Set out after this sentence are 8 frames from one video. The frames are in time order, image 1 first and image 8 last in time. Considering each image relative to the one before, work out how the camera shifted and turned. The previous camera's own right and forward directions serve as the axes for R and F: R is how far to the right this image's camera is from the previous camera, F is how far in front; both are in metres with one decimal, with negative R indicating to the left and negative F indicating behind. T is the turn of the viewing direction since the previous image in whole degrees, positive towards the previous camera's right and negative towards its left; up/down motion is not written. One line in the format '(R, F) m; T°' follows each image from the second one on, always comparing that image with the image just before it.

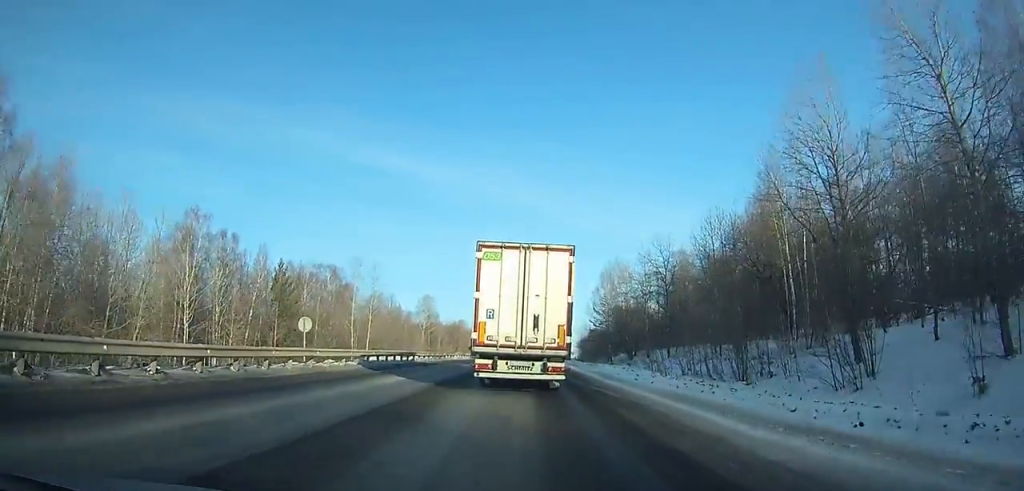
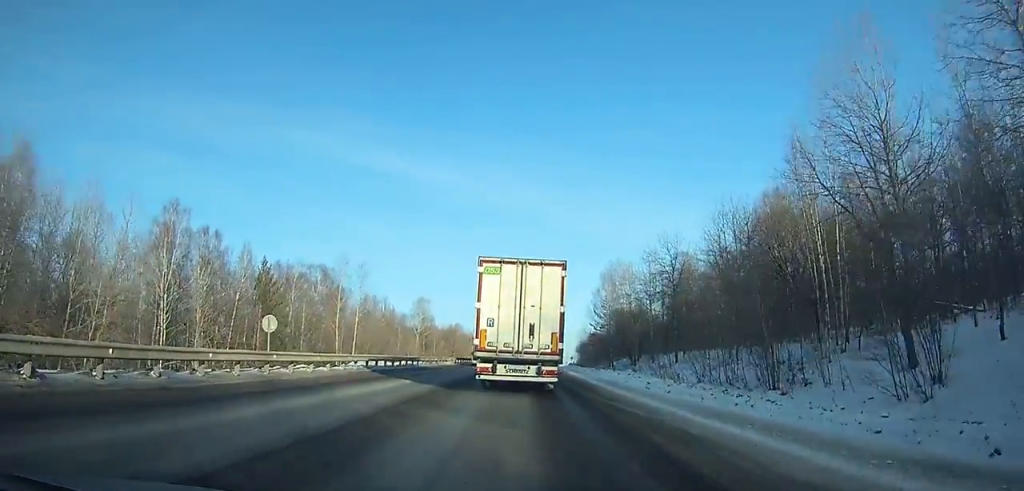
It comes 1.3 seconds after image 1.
(+0.1, +5.6) m; 0°
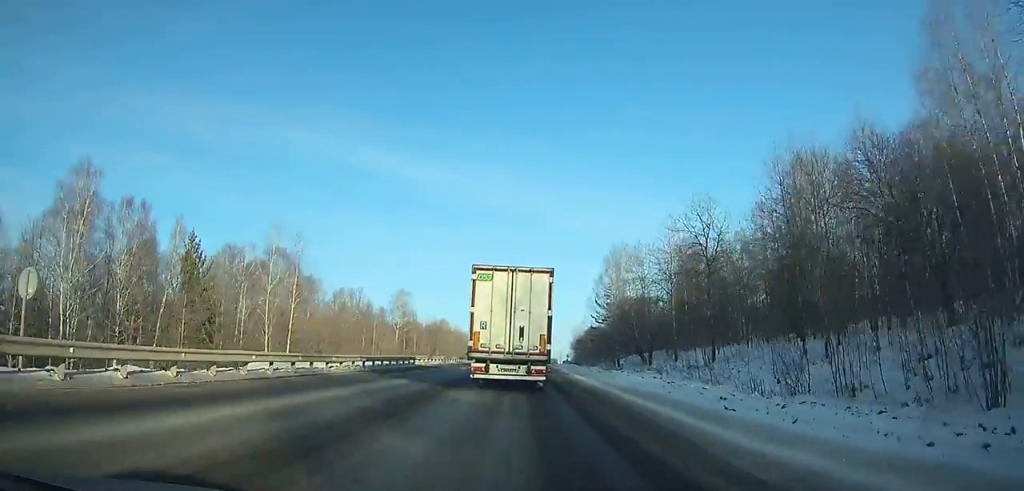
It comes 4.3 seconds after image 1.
(0.0, +14.5) m; 0°
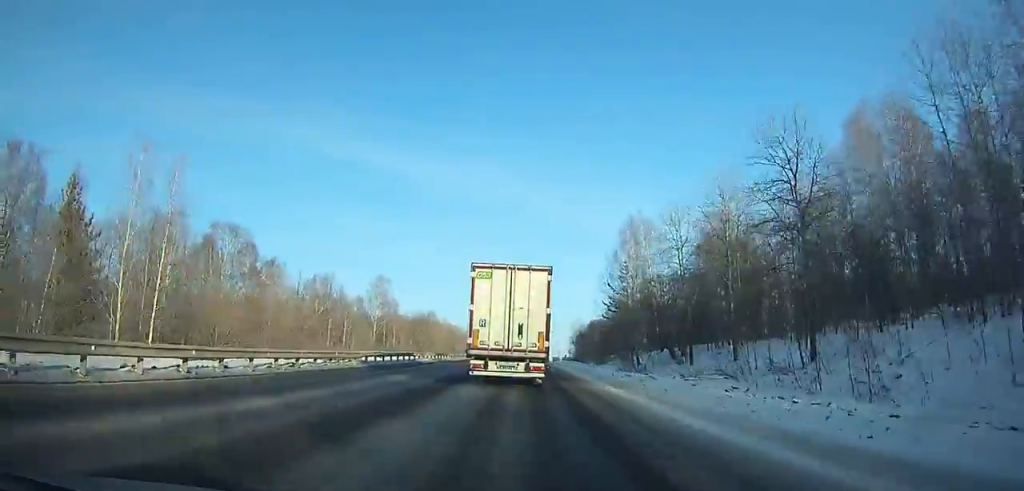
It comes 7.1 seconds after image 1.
(-0.1, +16.6) m; 0°
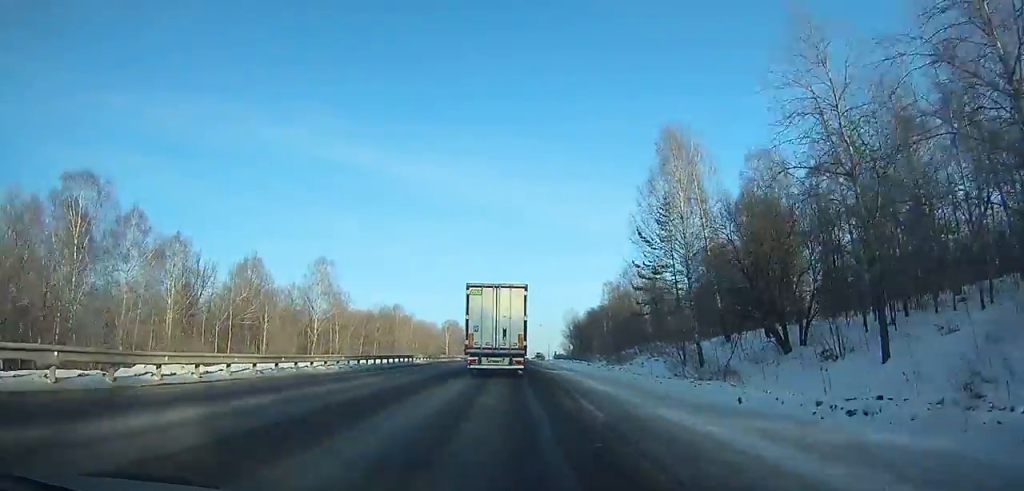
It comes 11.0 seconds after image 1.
(+0.3, +28.6) m; +1°
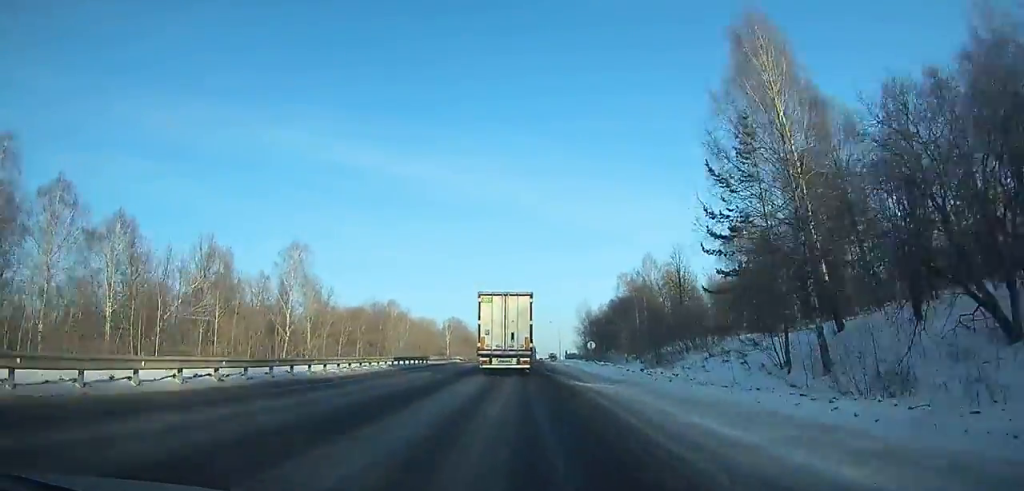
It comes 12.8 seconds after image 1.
(0.0, +15.6) m; 0°
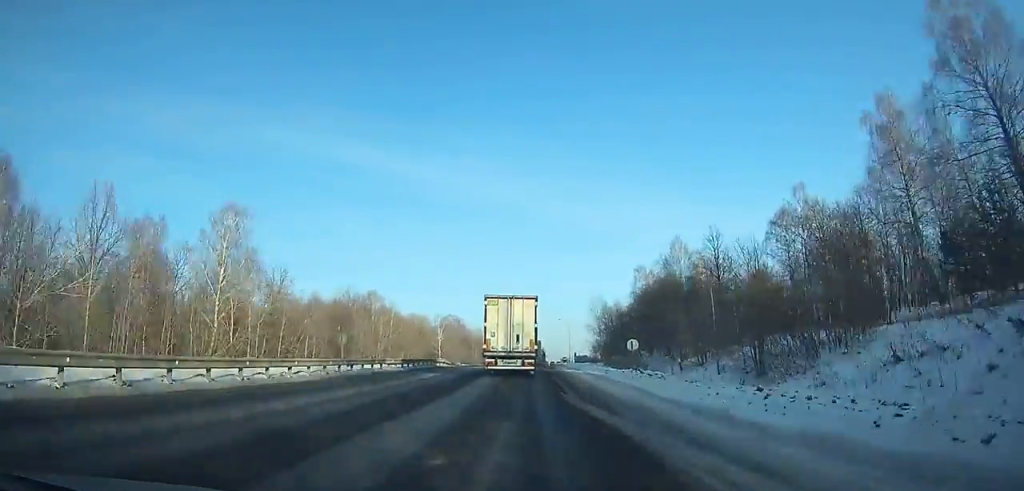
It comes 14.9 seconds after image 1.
(0.0, +19.6) m; 0°
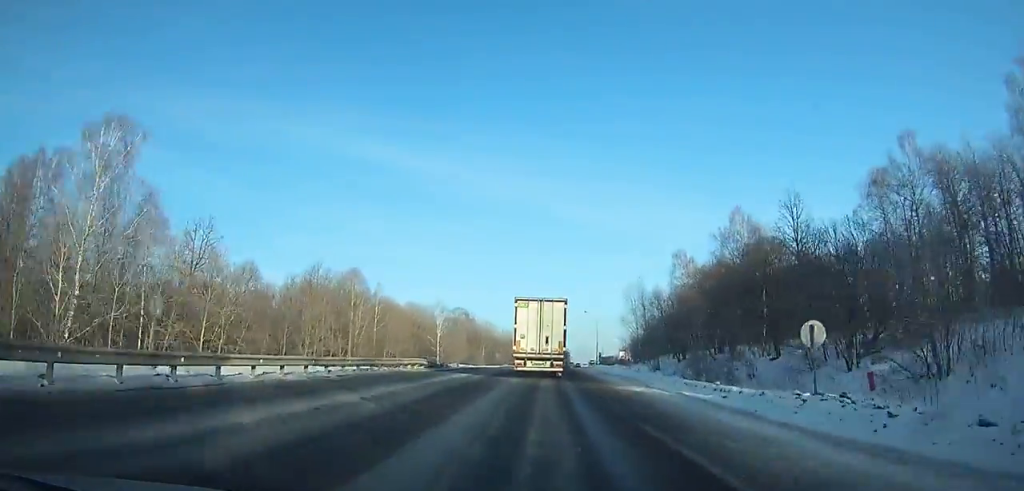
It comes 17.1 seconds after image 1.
(0.0, +22.8) m; +1°
